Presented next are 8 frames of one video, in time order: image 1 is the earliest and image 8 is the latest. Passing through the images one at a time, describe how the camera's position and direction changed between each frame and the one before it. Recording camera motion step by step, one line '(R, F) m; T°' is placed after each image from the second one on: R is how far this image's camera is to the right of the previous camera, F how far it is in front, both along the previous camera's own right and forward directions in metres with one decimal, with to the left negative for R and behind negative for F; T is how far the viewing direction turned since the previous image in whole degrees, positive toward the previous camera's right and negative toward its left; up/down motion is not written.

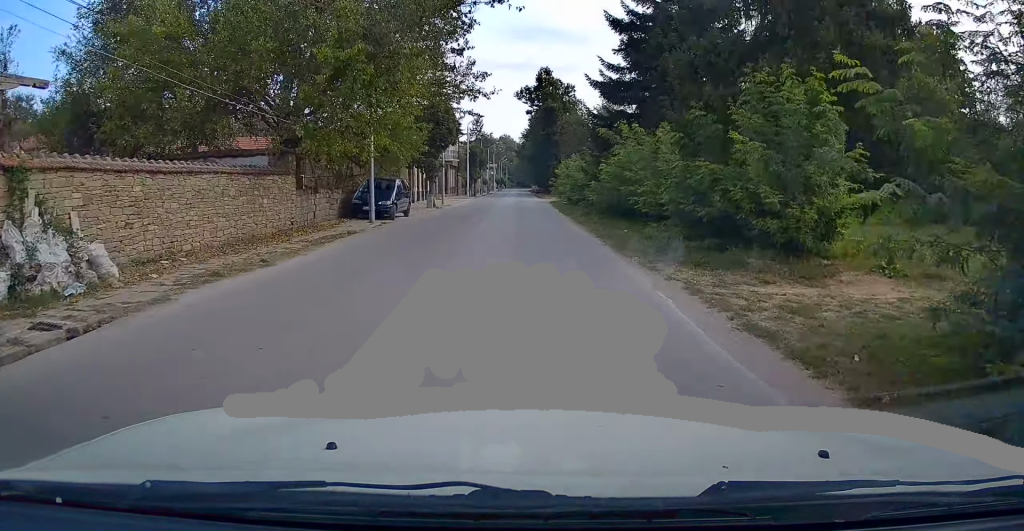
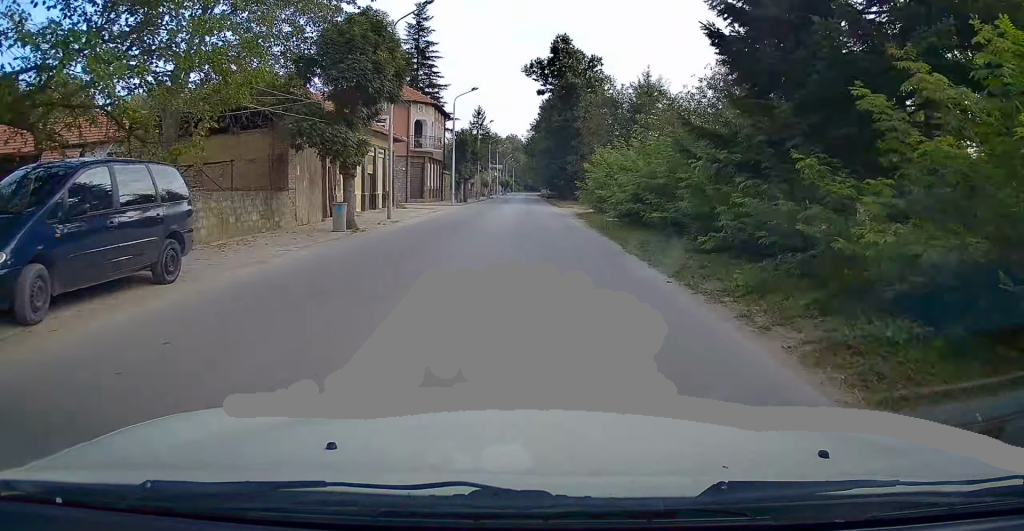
(-0.1, +20.5) m; -1°
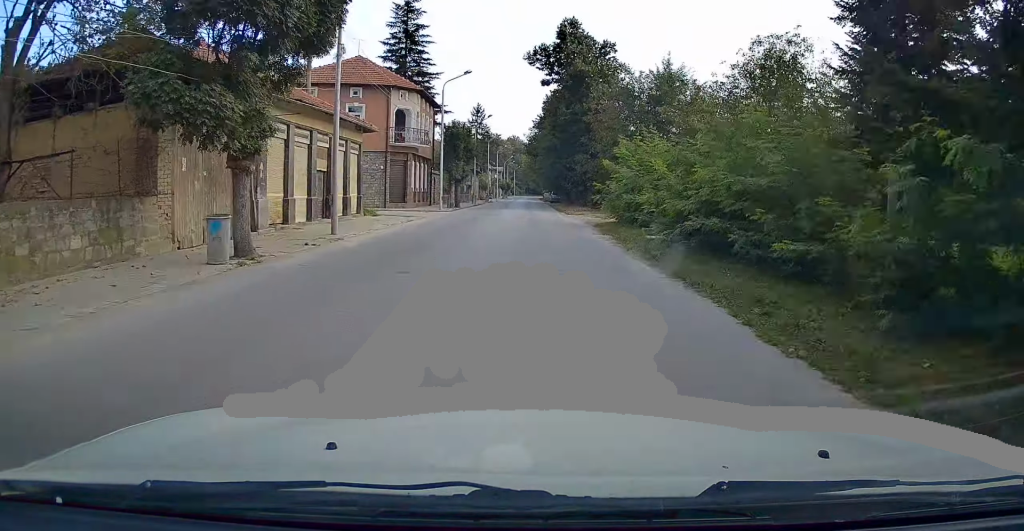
(0.0, +7.9) m; 0°
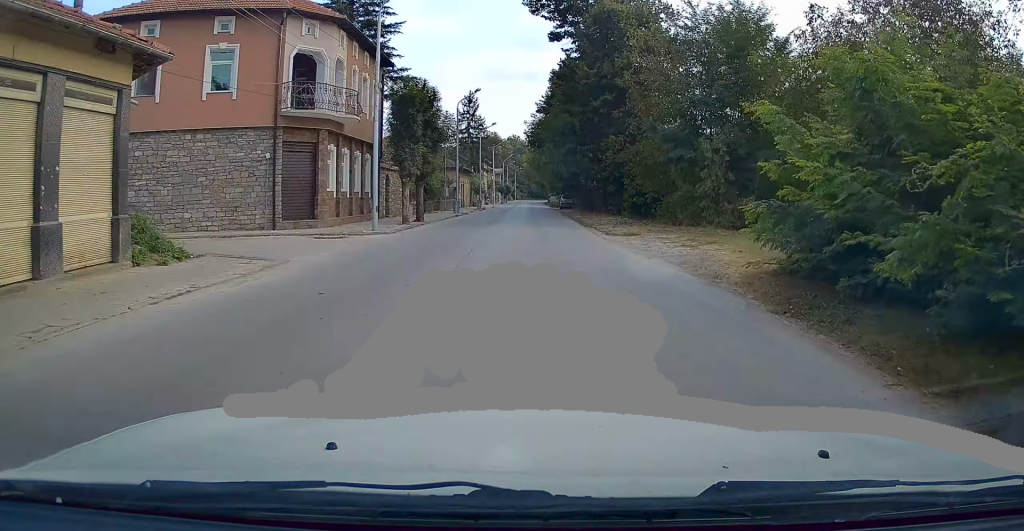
(+0.3, +18.7) m; +1°
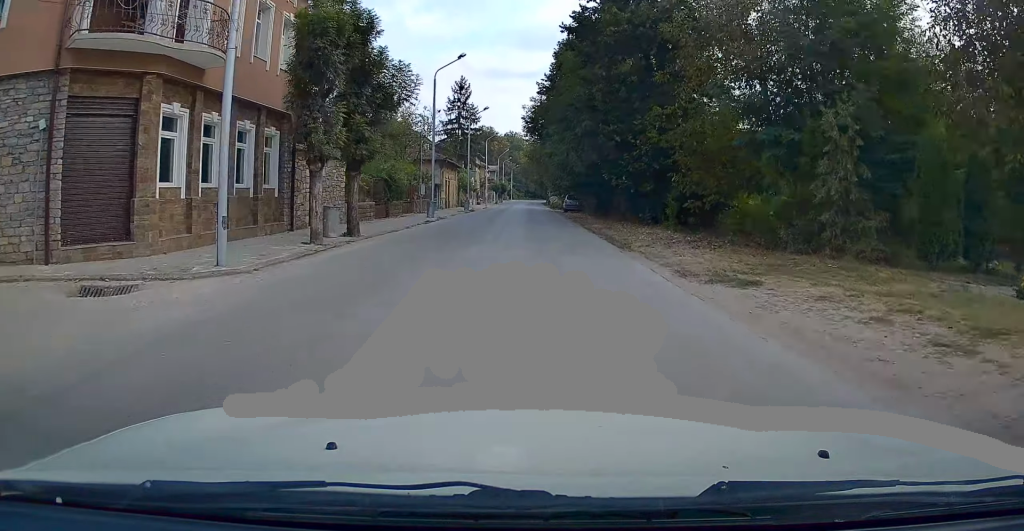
(-0.1, +11.6) m; -1°
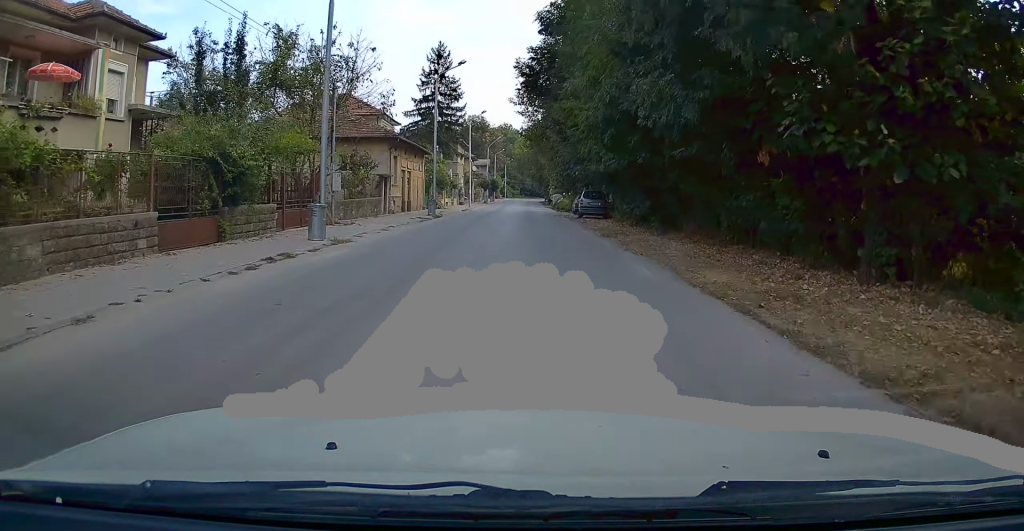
(-0.1, +18.4) m; -1°
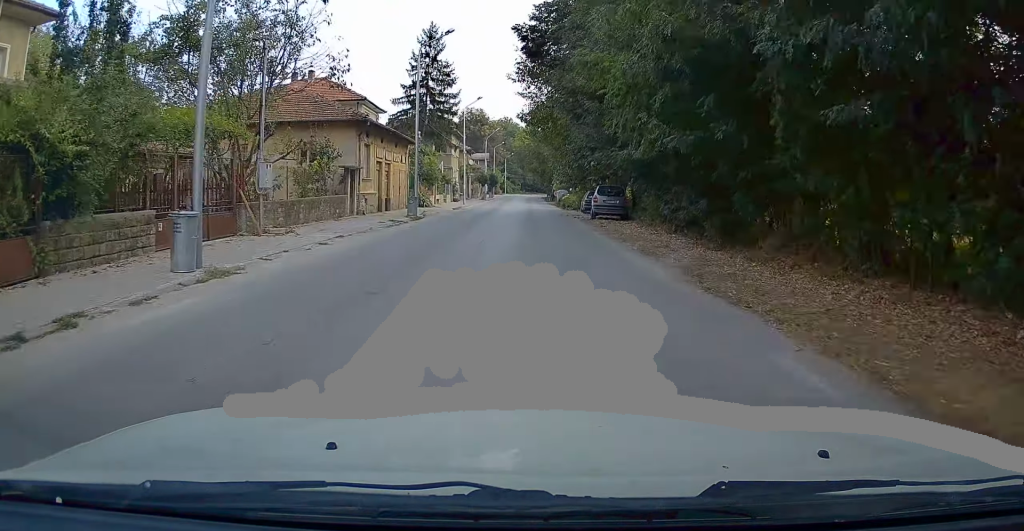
(0.0, +6.4) m; 0°
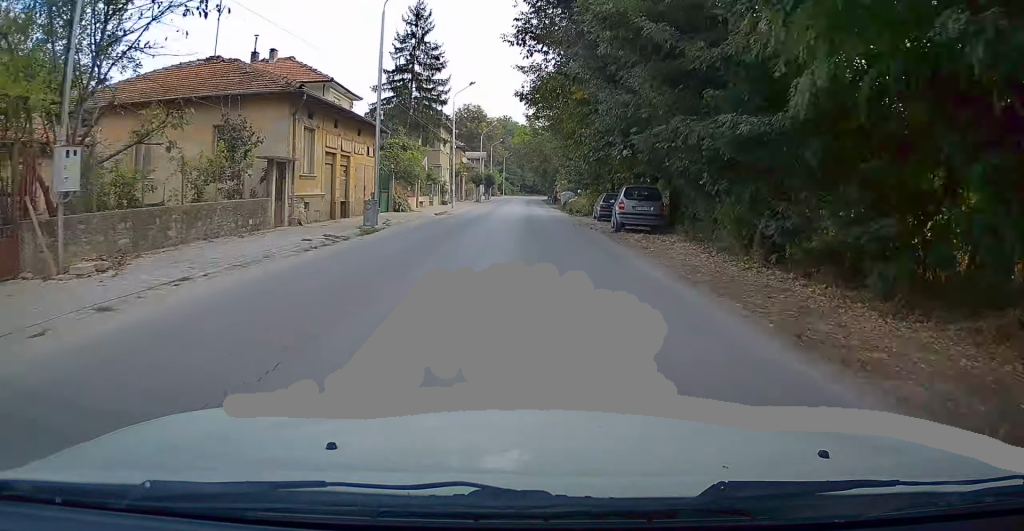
(-0.1, +7.7) m; 0°
